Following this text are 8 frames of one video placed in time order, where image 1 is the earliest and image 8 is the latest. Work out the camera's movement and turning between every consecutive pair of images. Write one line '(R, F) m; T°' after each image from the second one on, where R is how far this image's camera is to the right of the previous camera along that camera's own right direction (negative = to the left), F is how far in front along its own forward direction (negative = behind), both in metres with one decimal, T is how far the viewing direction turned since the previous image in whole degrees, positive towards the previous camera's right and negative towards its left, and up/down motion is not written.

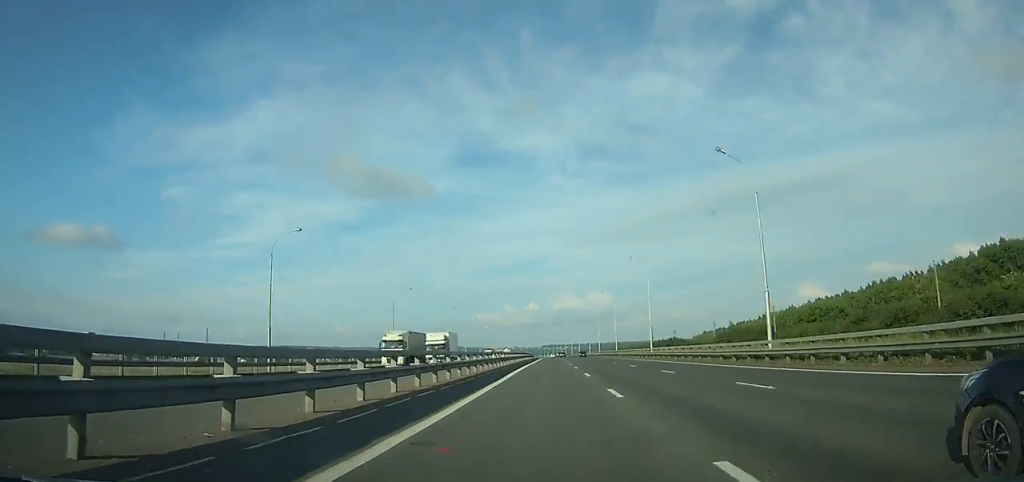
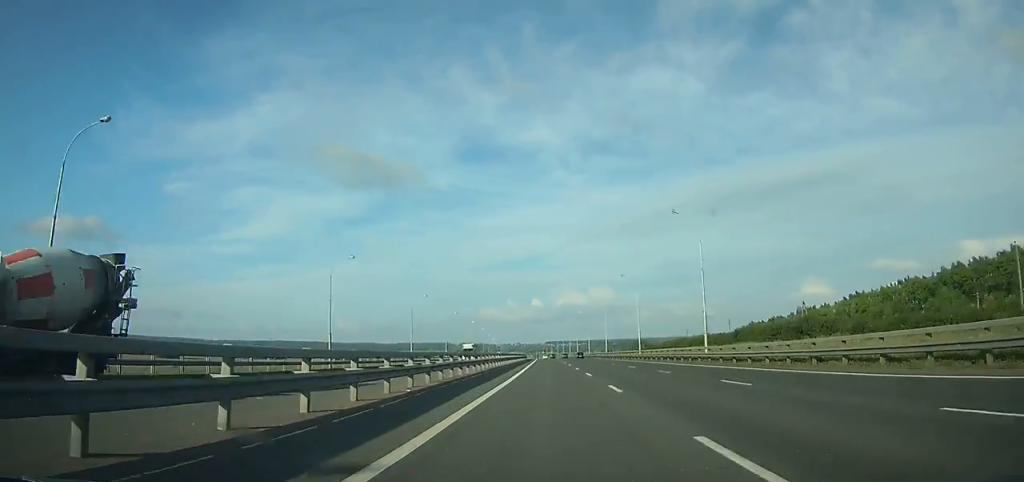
(+0.2, +105.2) m; 0°
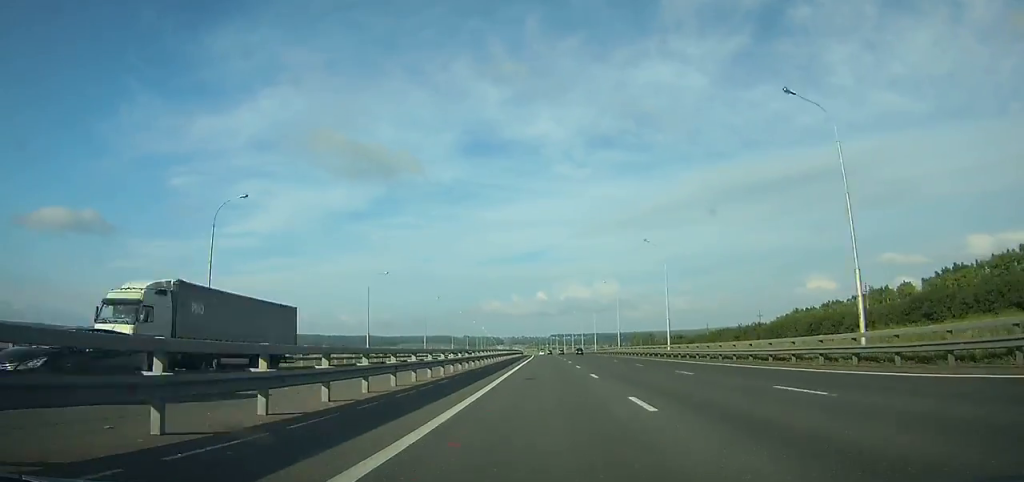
(0.0, +63.4) m; -1°
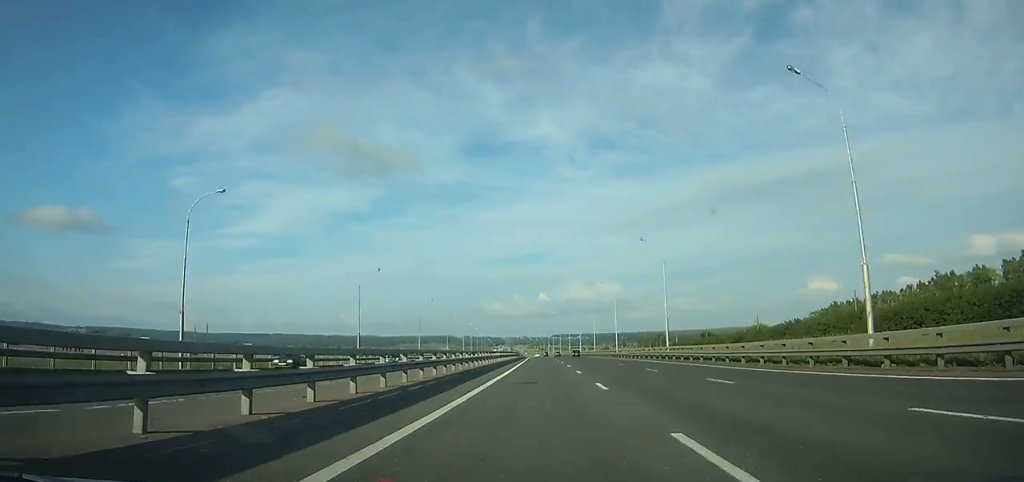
(-0.5, +42.1) m; -1°
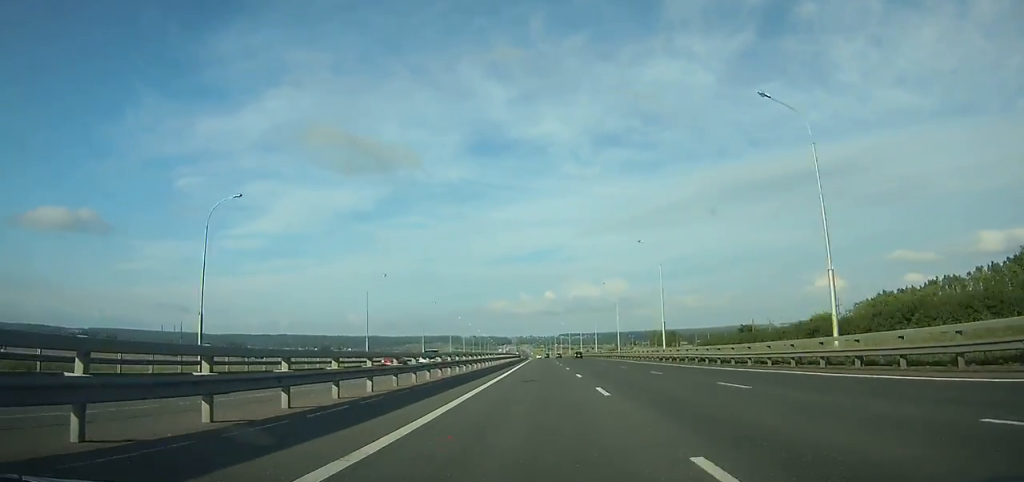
(-0.1, +36.1) m; -1°
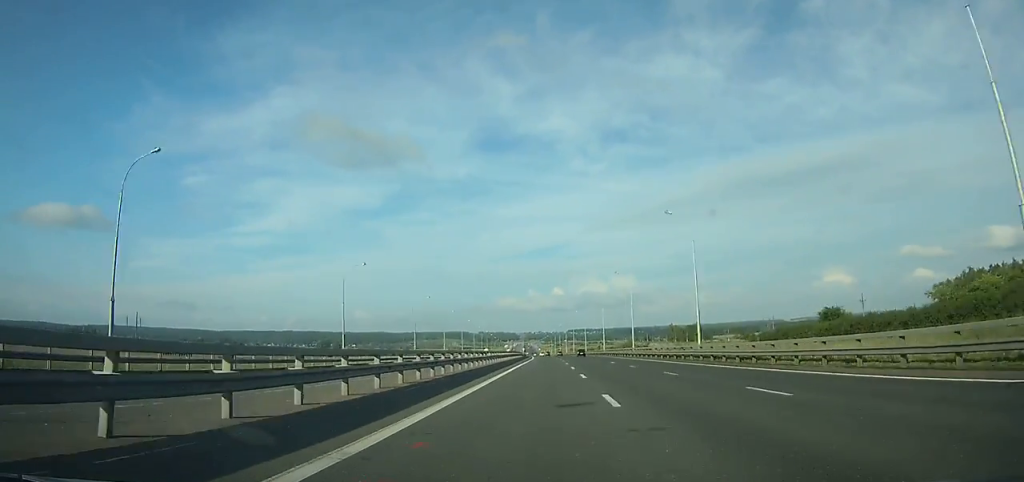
(-0.4, +48.5) m; -1°
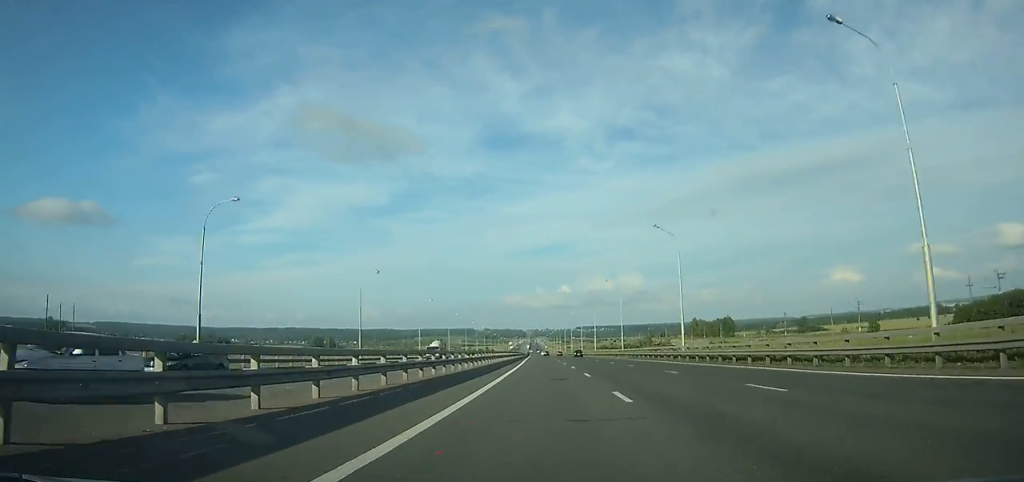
(-0.5, +70.1) m; -1°
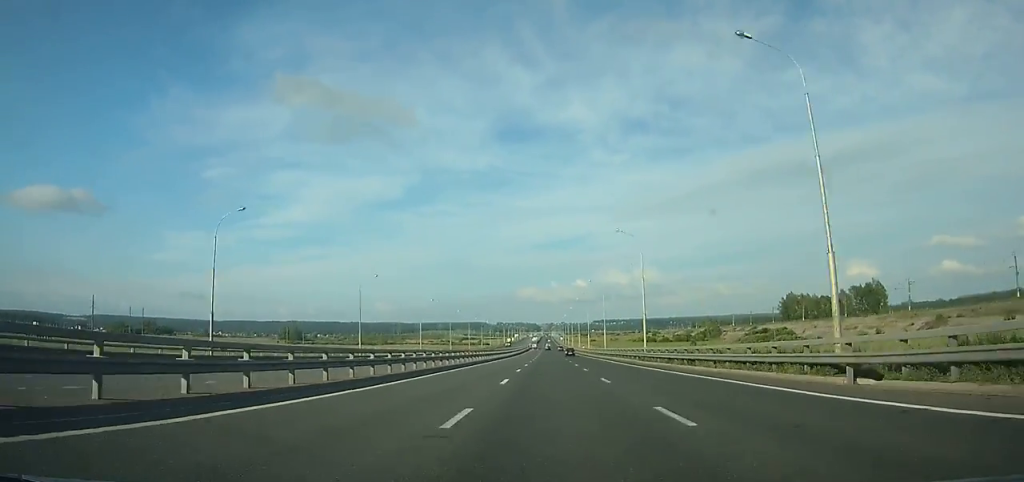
(-1.8, +187.6) m; -1°
